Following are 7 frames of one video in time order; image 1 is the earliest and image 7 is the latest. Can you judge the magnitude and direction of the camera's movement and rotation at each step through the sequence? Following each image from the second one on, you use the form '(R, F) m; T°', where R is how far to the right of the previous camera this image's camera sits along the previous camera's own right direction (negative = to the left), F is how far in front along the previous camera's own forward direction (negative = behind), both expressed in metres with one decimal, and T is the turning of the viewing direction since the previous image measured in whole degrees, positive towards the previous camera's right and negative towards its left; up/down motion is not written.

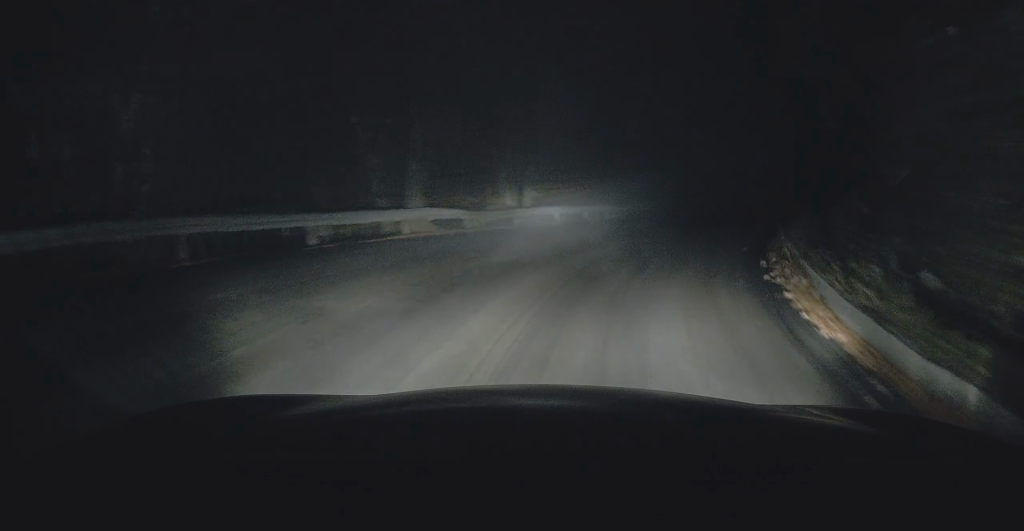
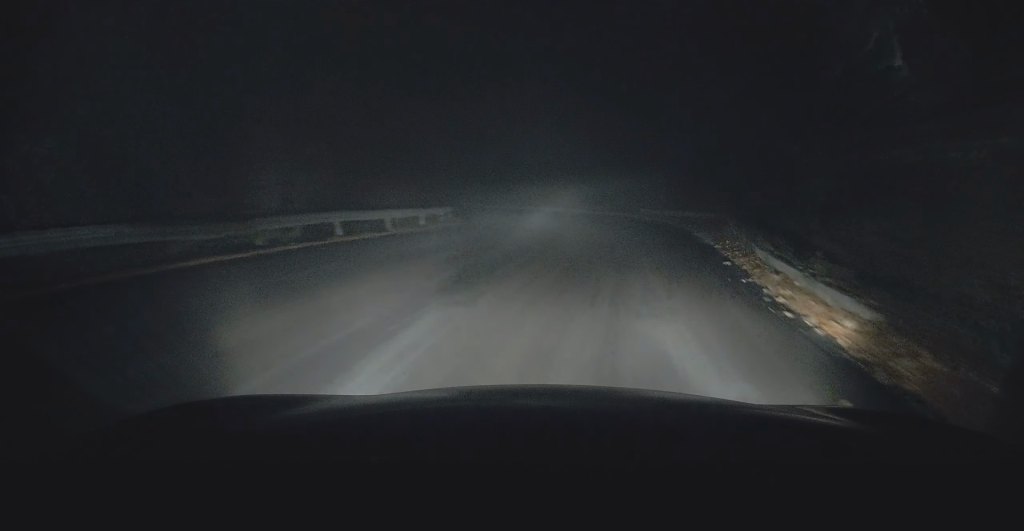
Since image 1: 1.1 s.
(+1.3, +9.5) m; +14°
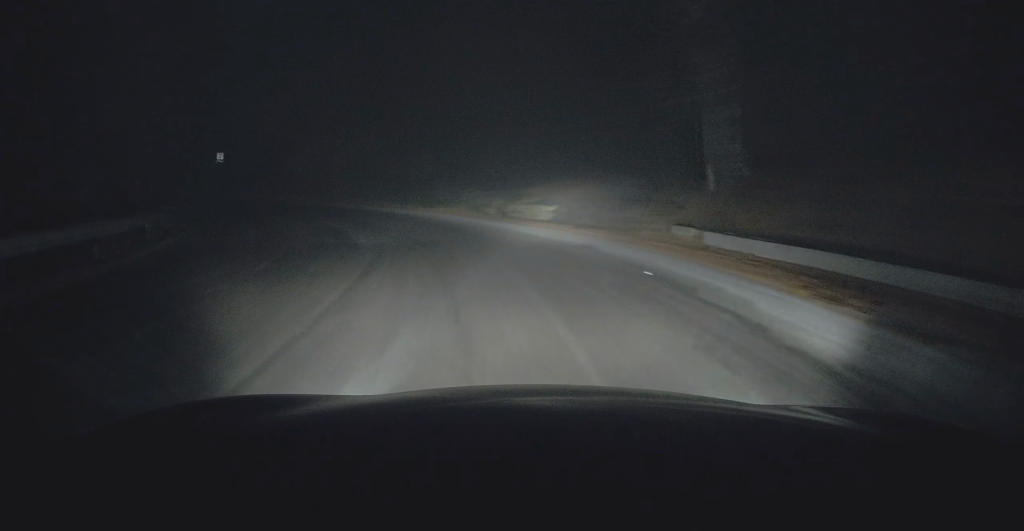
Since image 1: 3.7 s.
(+3.5, +24.8) m; +8°
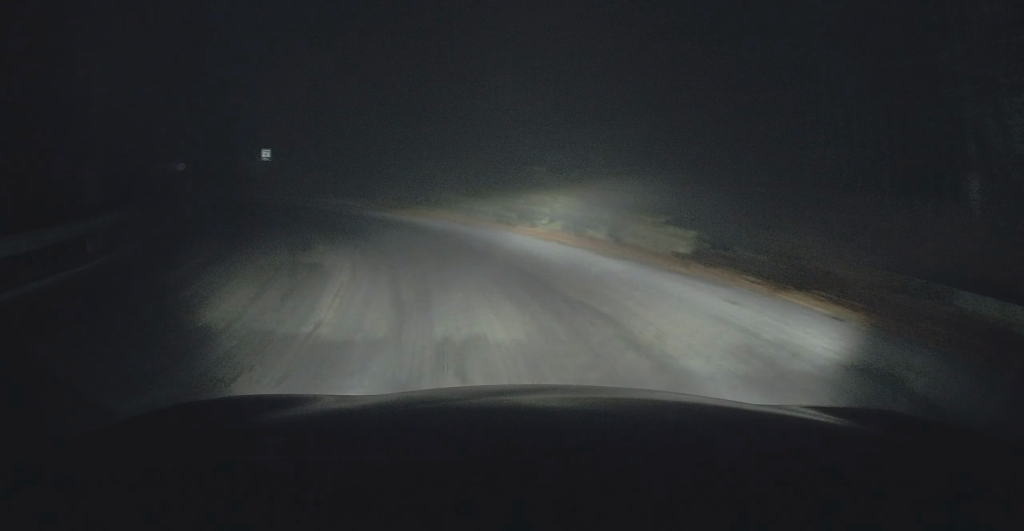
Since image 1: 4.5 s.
(-0.1, +7.3) m; -4°
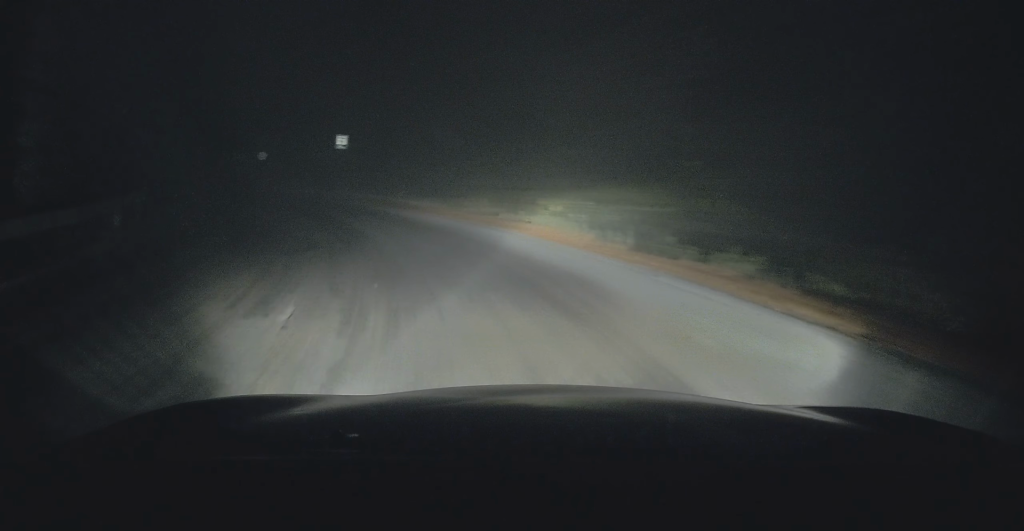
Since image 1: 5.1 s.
(-0.1, +6.3) m; -5°
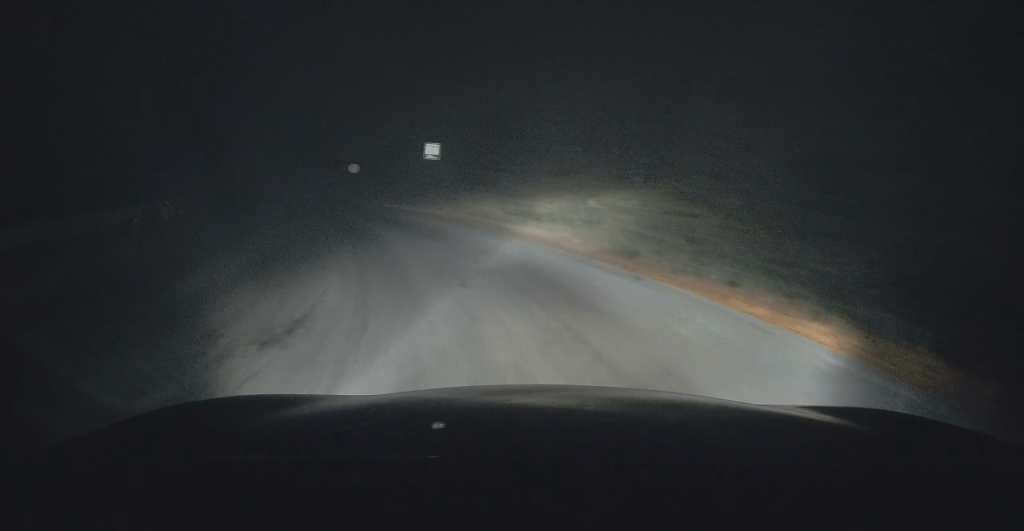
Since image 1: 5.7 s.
(-0.4, +5.0) m; -11°
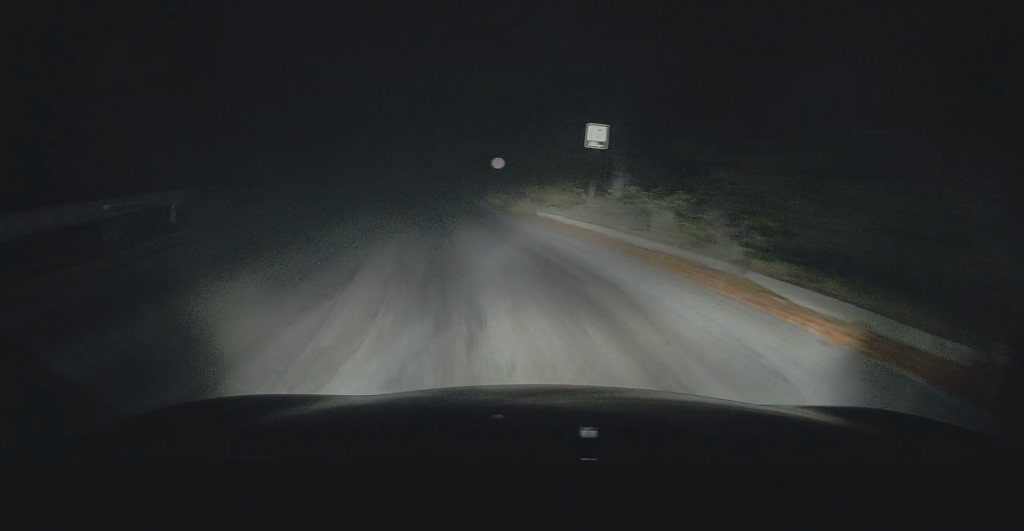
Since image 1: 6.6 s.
(-1.3, +7.9) m; -17°
